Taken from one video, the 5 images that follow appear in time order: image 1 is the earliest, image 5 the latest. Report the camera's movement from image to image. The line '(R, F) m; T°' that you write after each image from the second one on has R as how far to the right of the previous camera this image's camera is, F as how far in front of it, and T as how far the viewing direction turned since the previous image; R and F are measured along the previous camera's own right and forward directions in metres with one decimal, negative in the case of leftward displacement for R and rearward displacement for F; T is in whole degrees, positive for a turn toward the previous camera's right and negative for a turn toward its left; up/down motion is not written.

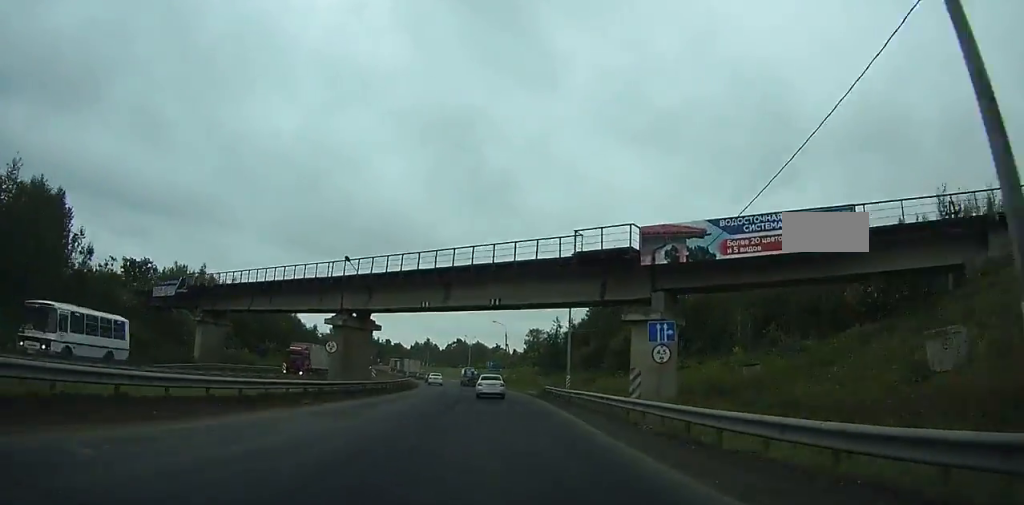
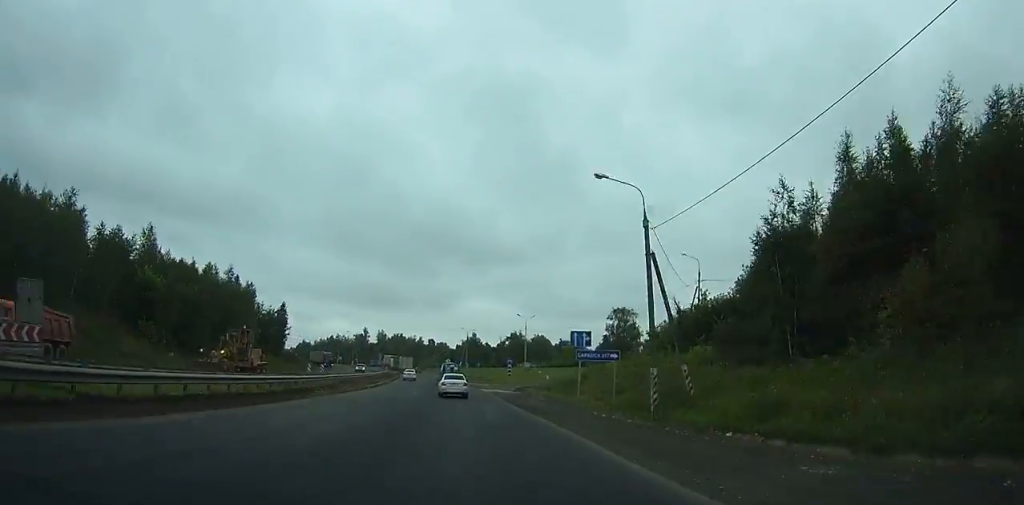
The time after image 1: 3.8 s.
(-3.5, +67.9) m; -6°
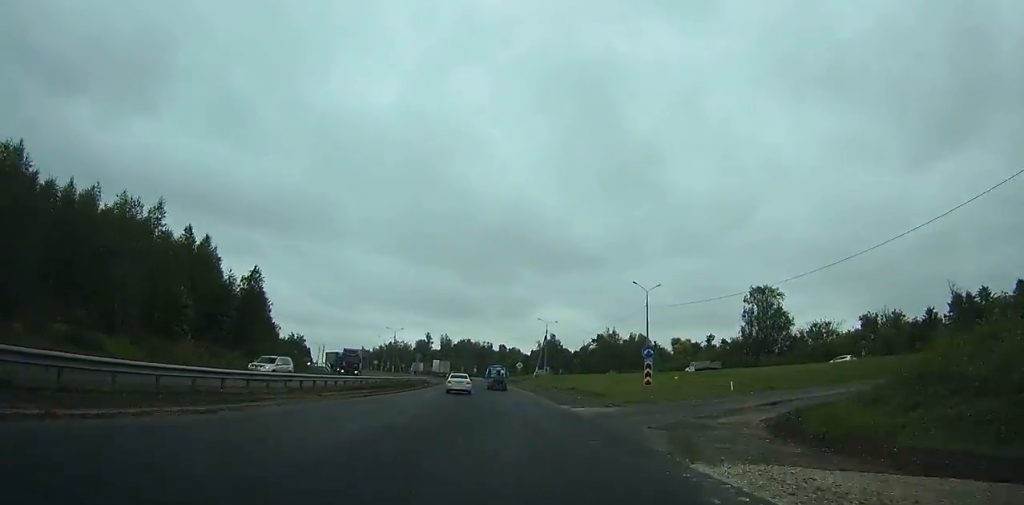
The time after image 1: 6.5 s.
(-2.1, +47.4) m; -5°
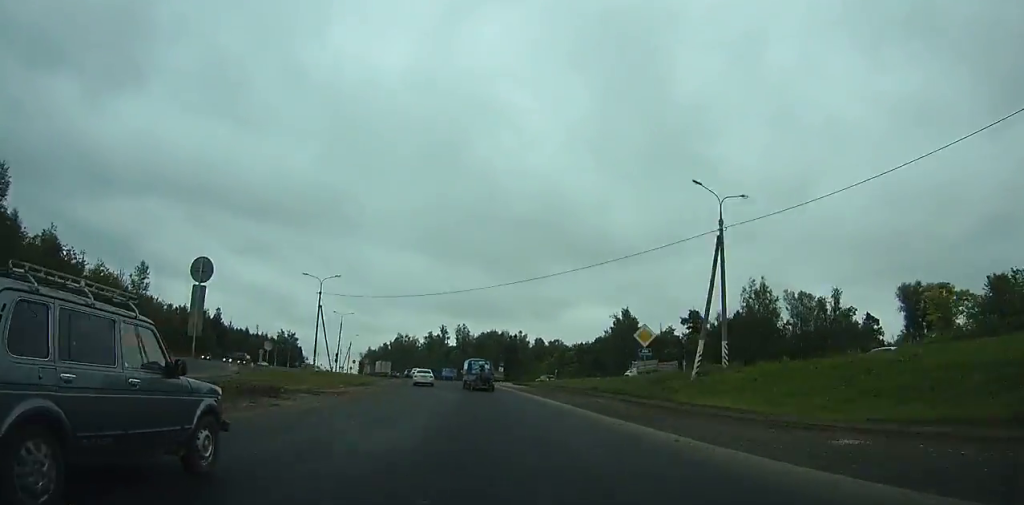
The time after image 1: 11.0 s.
(-3.7, +77.7) m; -6°
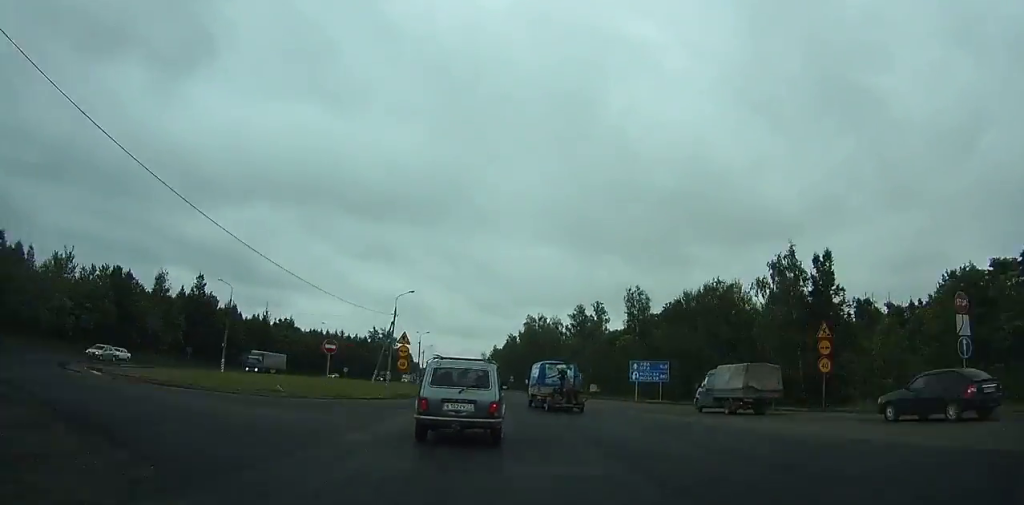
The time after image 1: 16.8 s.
(-11.1, +98.0) m; -12°
